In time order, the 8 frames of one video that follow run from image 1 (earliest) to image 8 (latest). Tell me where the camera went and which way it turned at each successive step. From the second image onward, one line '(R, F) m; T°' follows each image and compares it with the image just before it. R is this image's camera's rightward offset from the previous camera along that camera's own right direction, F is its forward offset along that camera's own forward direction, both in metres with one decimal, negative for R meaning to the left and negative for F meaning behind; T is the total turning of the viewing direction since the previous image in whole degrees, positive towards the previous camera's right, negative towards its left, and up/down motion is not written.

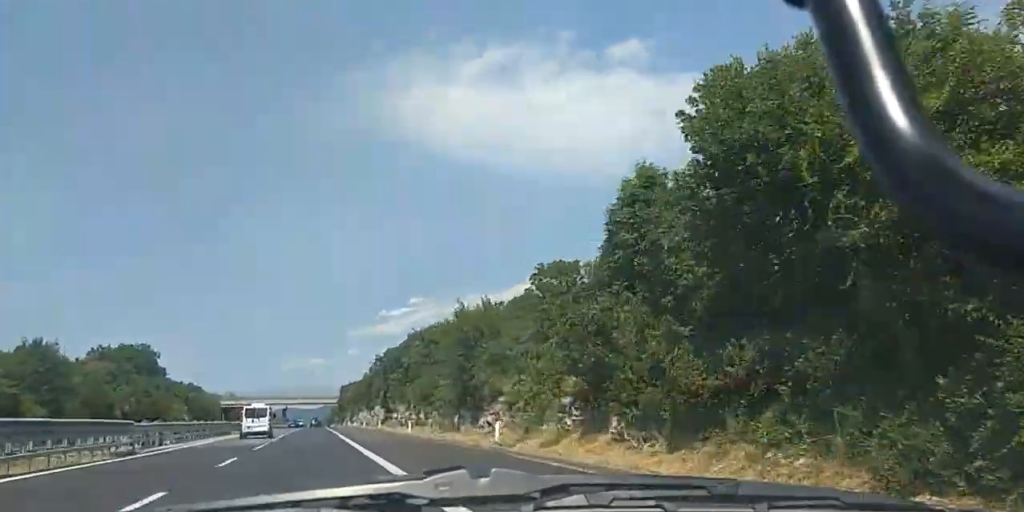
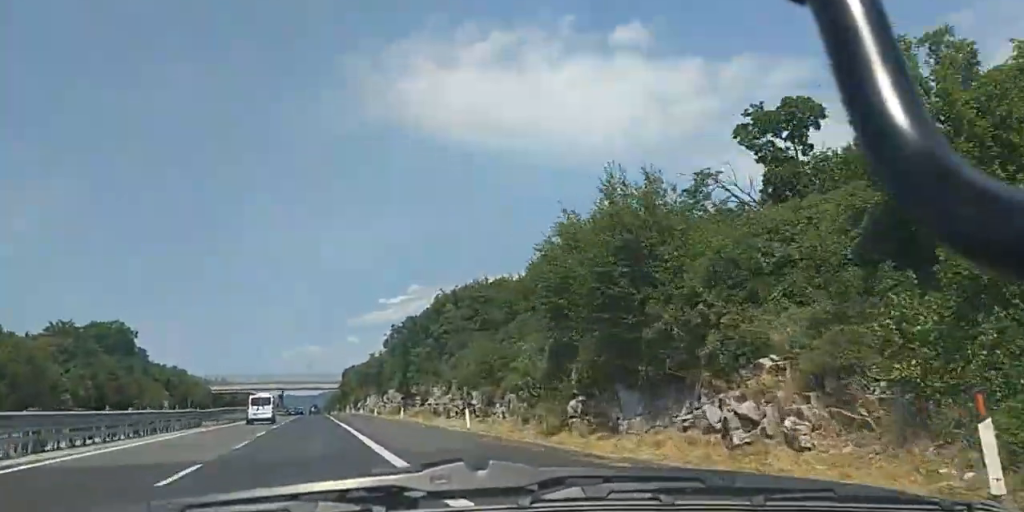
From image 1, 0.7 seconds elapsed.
(+0.2, +19.4) m; +1°
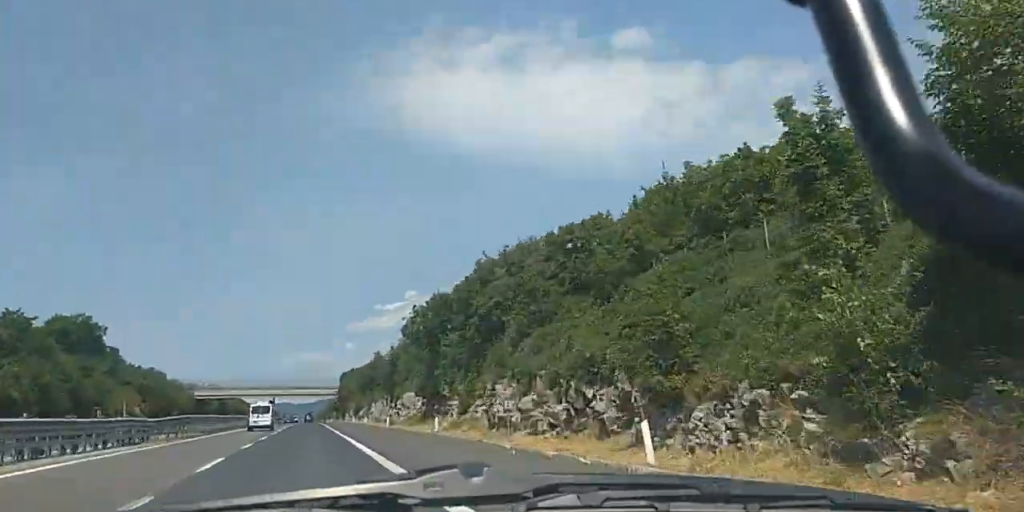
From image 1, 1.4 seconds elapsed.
(+0.1, +17.7) m; 0°
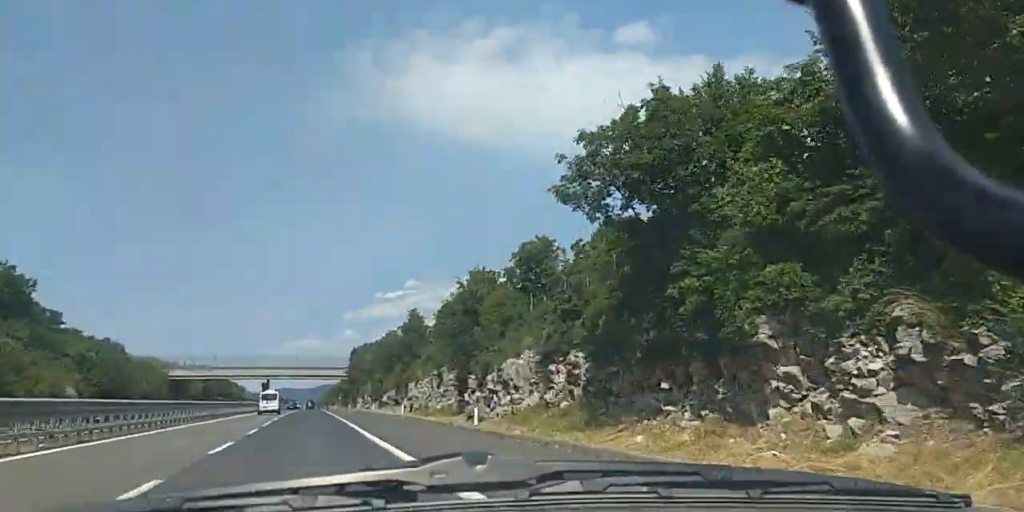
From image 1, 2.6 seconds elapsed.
(+0.1, +33.7) m; +1°
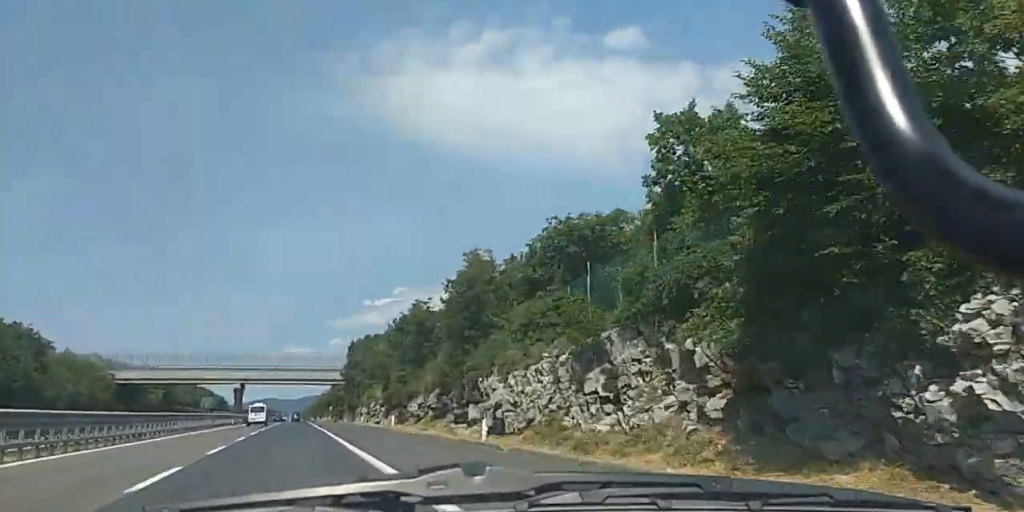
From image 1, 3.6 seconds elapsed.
(+0.2, +28.2) m; 0°
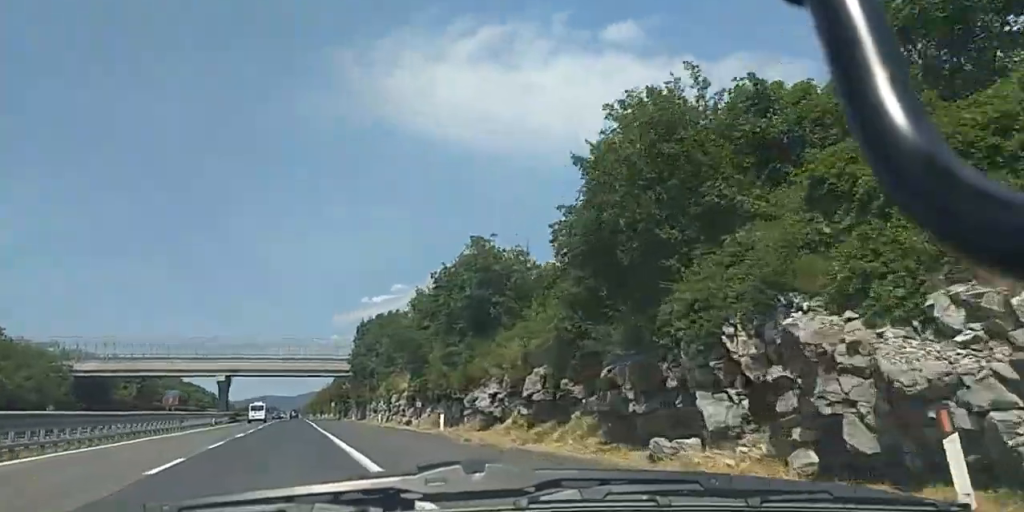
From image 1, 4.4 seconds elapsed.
(+0.1, +19.7) m; -1°
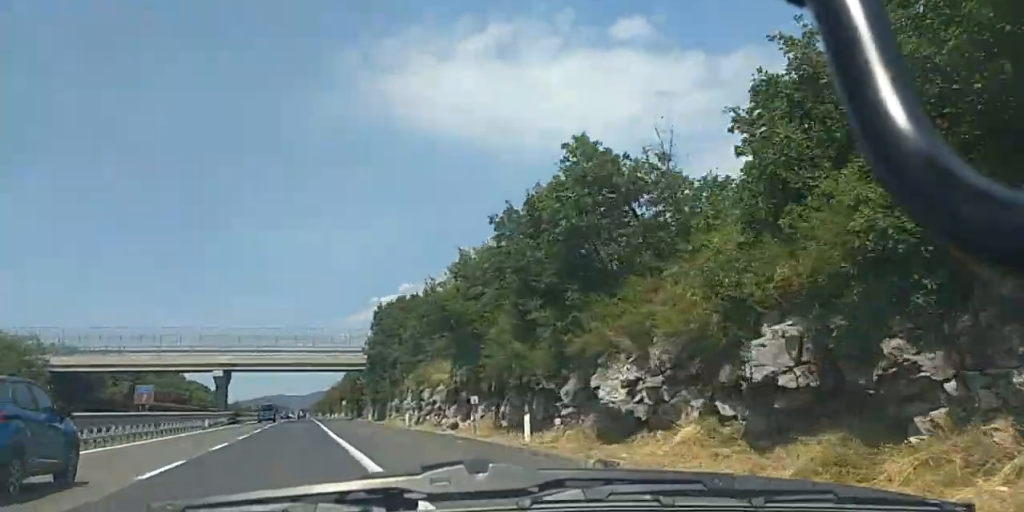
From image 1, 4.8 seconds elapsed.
(-0.1, +12.1) m; 0°
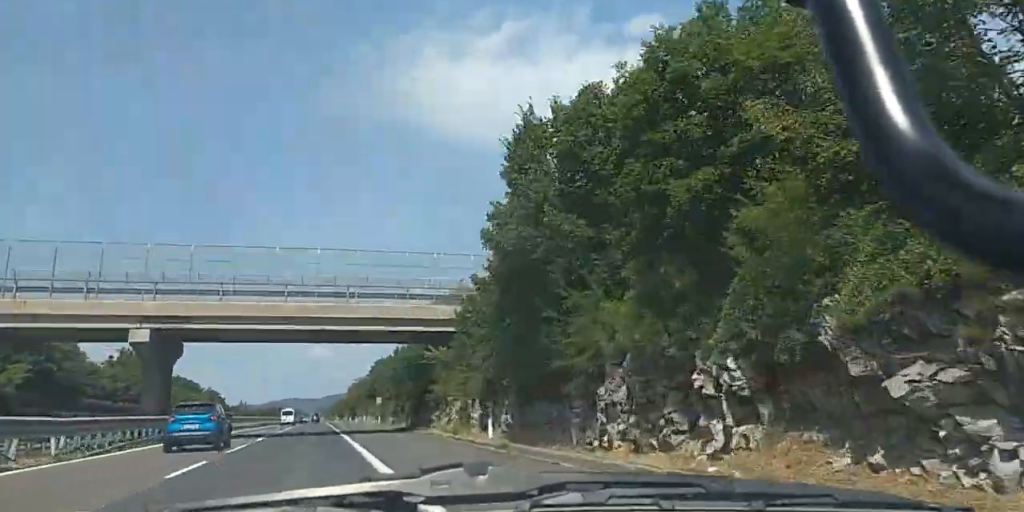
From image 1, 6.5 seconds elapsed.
(-0.2, +44.8) m; +1°
